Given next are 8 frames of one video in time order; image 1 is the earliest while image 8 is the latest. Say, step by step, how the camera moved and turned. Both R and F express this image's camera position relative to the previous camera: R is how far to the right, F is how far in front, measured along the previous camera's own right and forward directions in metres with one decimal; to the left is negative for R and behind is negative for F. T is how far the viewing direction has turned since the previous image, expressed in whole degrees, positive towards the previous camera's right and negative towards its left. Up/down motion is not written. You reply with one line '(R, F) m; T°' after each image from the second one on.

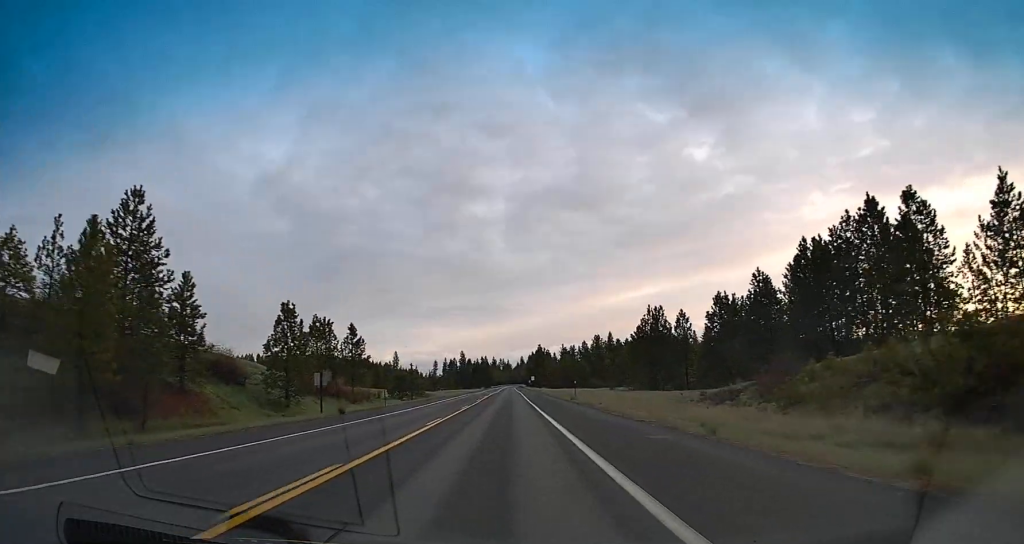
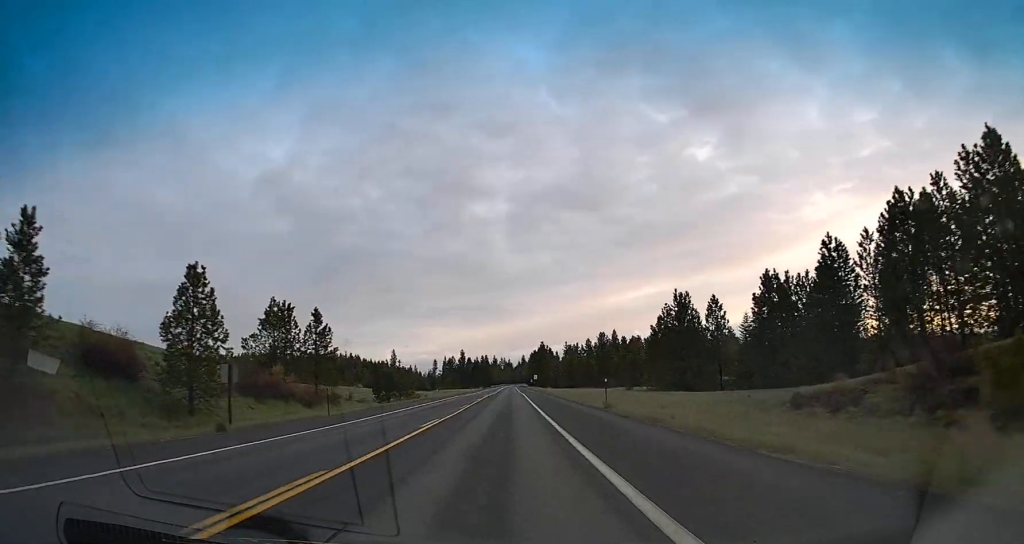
(0.0, +15.9) m; 0°
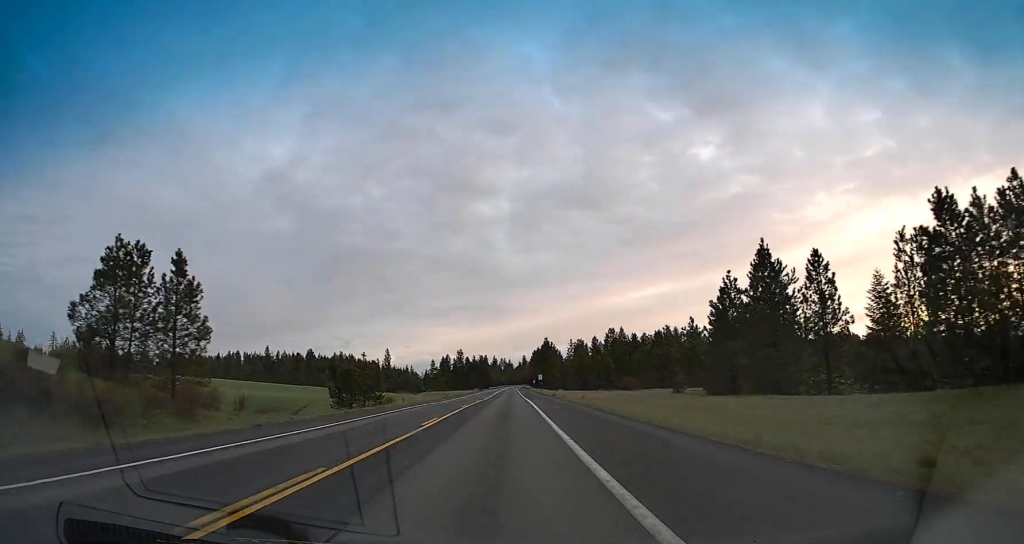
(-0.2, +29.6) m; -1°
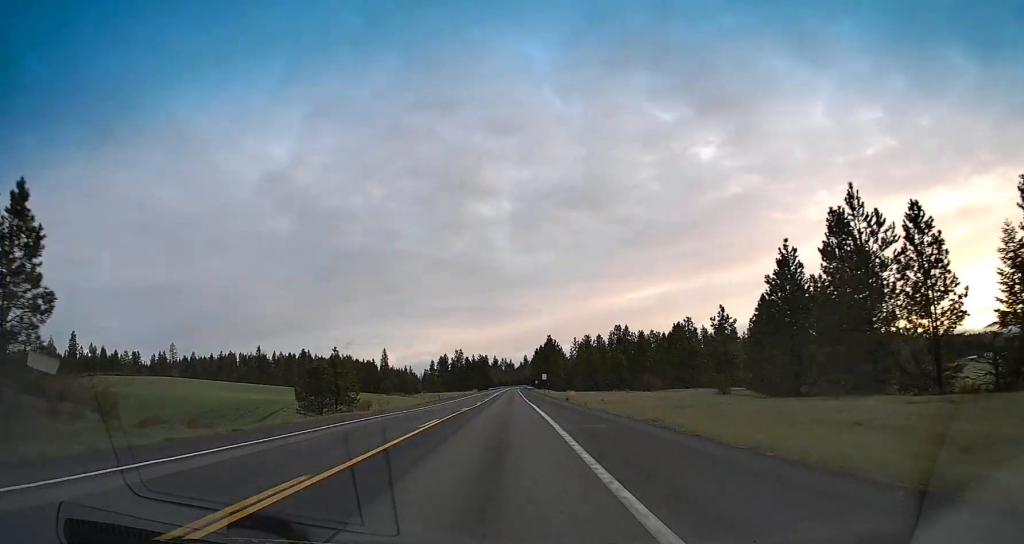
(-0.1, +15.4) m; 0°
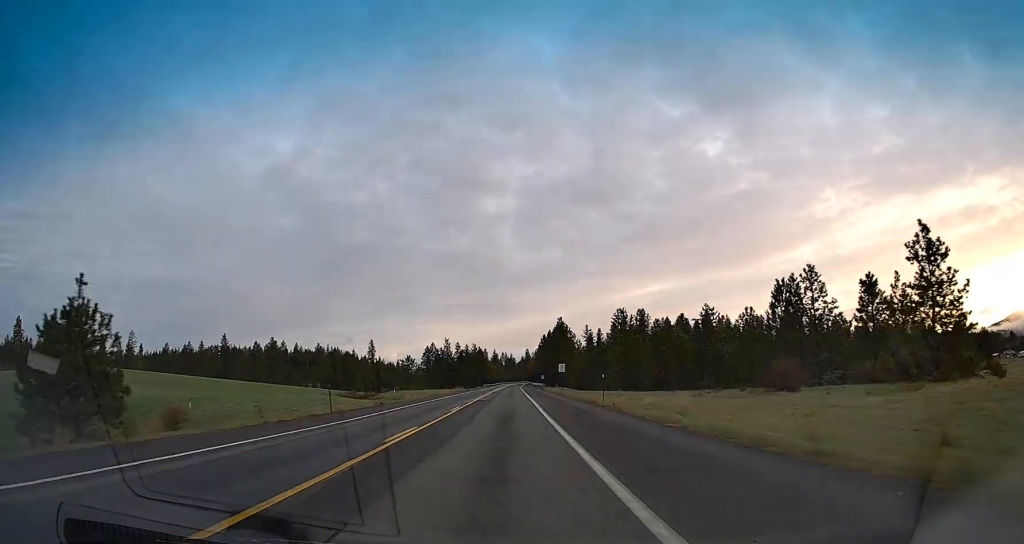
(-0.1, +47.2) m; 0°
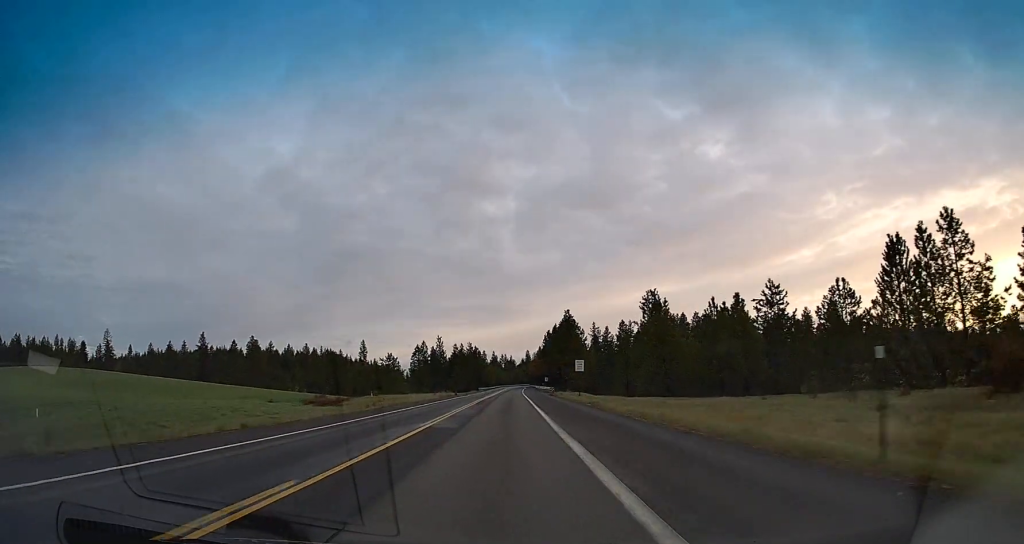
(0.0, +23.4) m; 0°
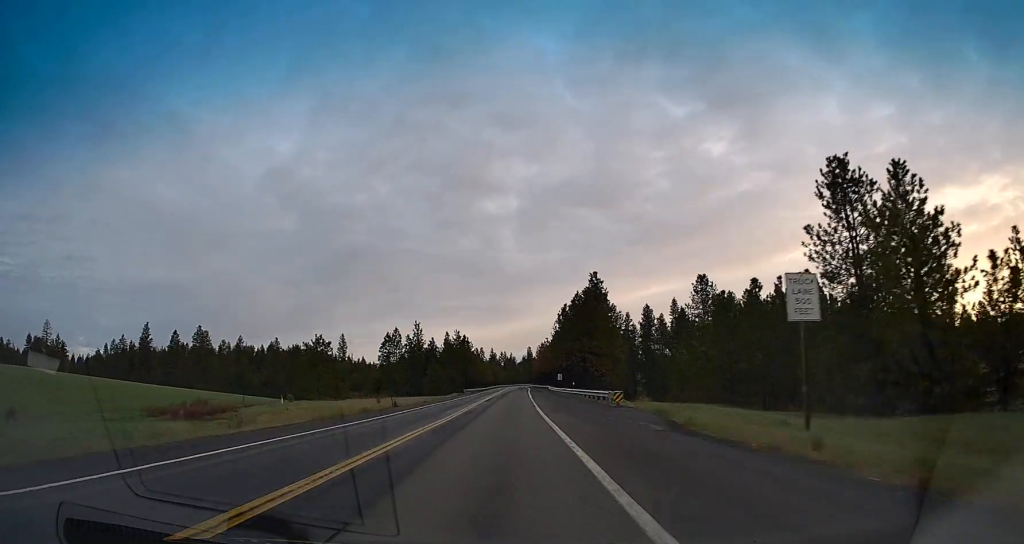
(+0.4, +45.5) m; +1°
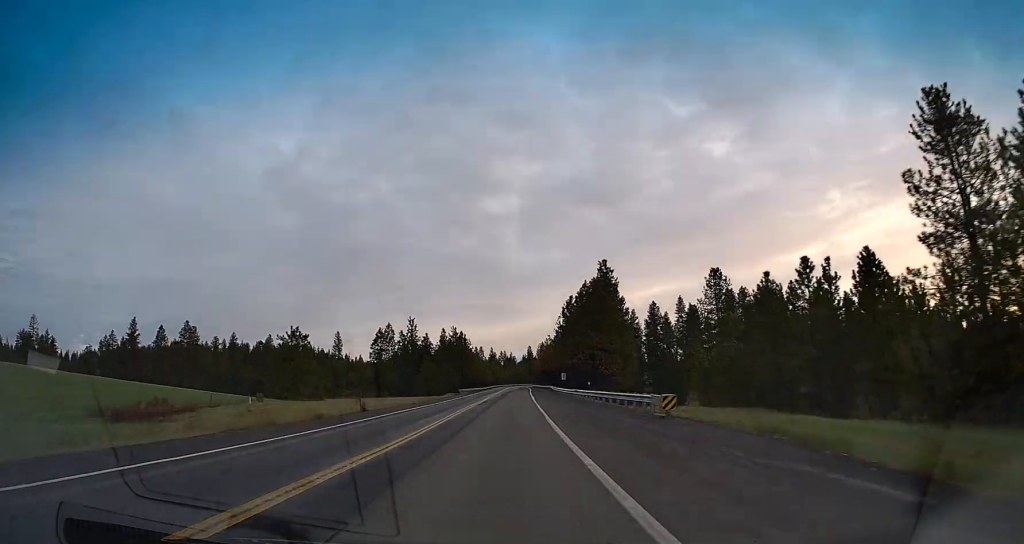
(0.0, +9.8) m; 0°
